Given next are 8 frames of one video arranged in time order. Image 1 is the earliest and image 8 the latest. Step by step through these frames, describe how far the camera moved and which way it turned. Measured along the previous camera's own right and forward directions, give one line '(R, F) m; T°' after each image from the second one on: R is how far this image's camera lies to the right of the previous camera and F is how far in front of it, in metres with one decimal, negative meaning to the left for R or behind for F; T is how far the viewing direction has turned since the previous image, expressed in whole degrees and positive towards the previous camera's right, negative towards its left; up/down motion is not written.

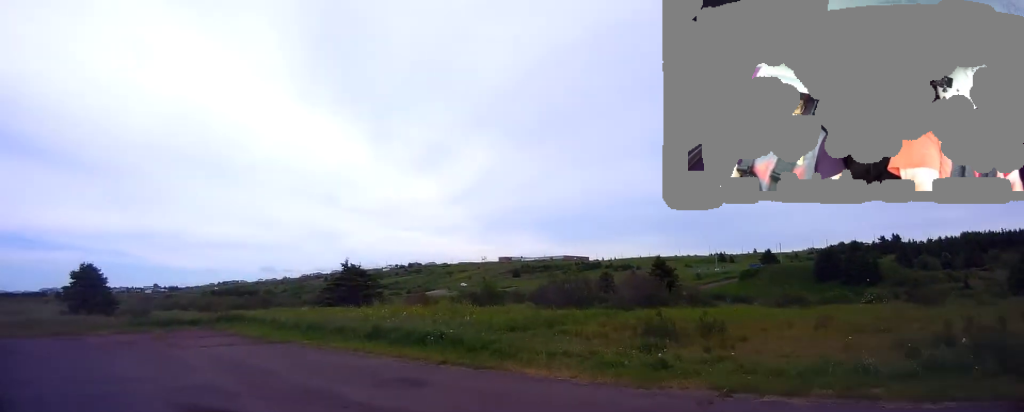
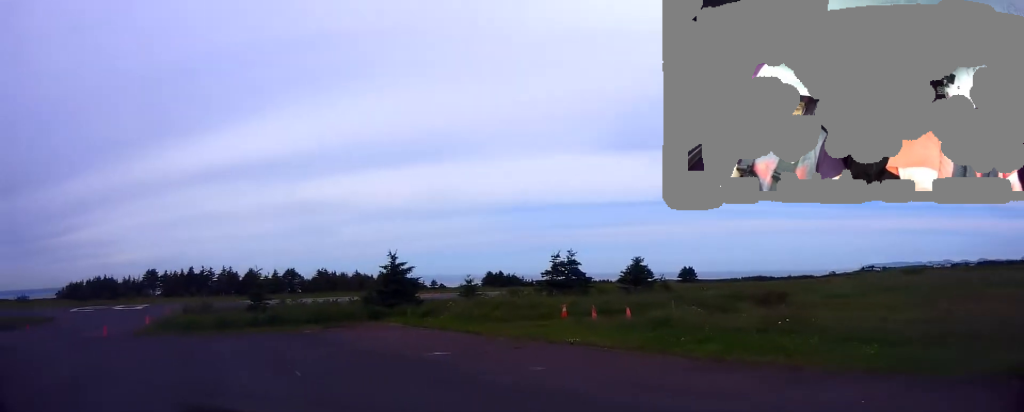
(-11.2, +7.7) m; -100°
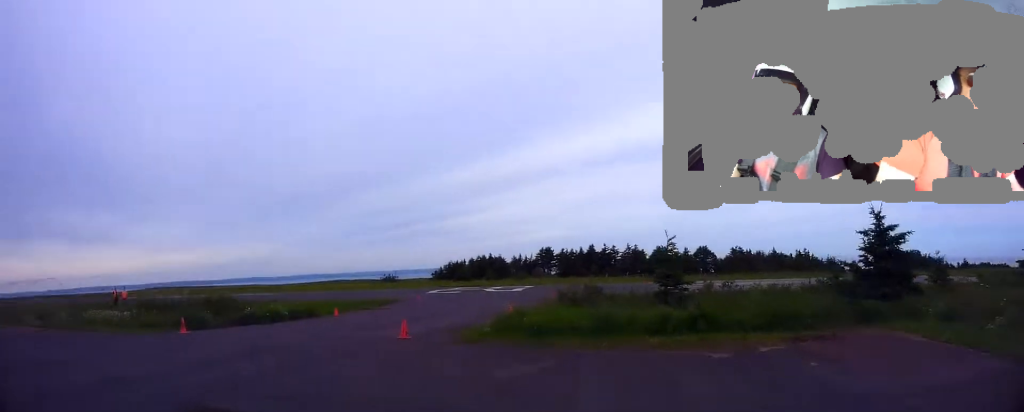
(-2.5, +6.6) m; -30°
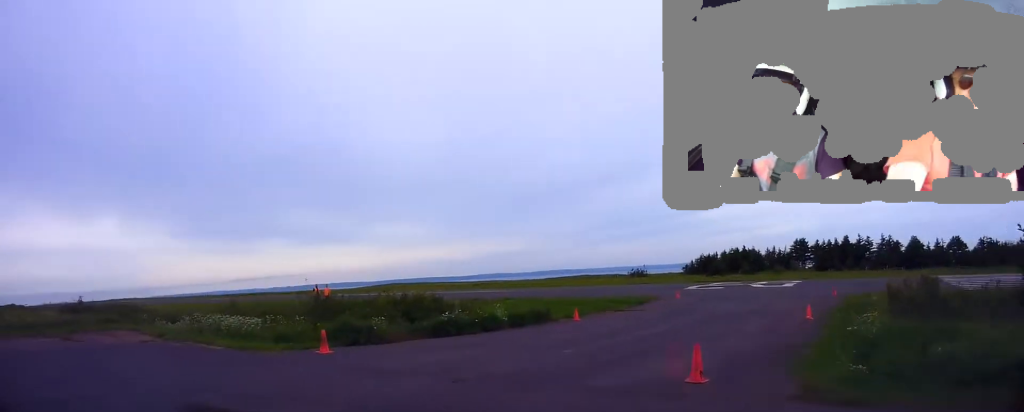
(-1.5, +5.1) m; -12°
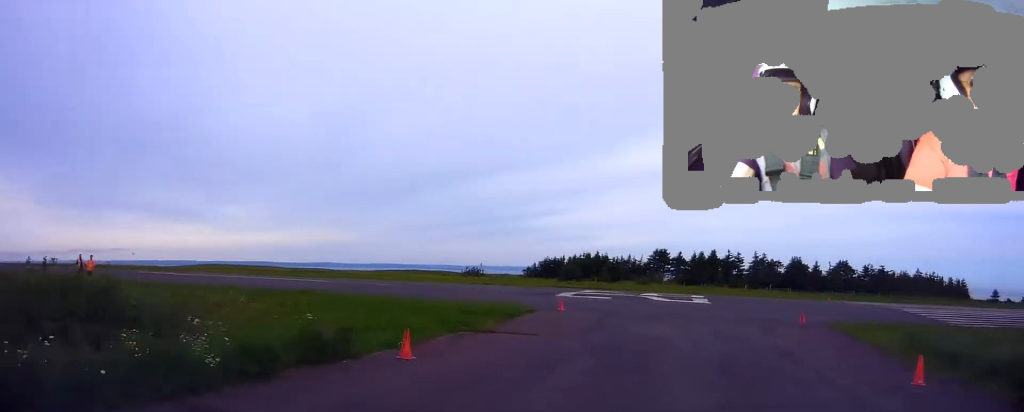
(+0.2, +10.2) m; +1°
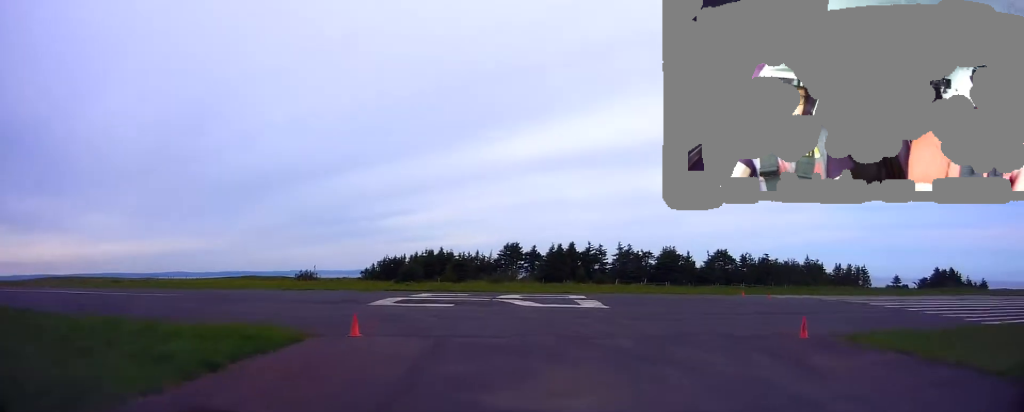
(+0.2, +9.5) m; -4°
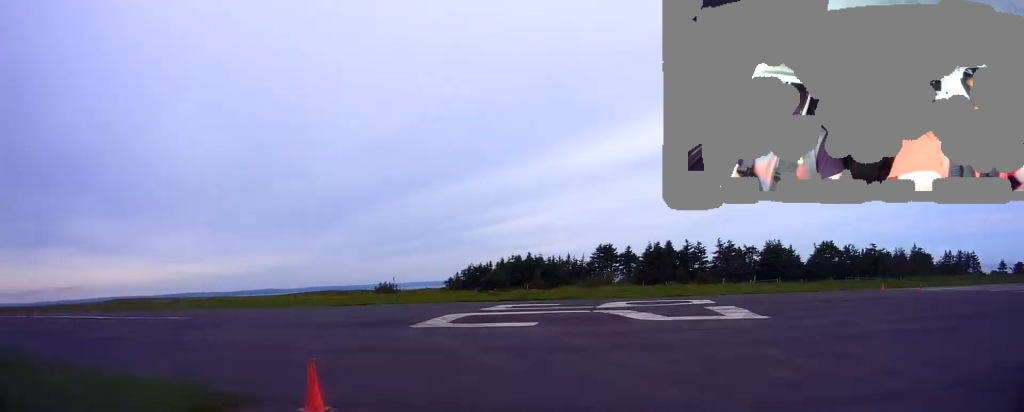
(+0.6, +6.0) m; -5°
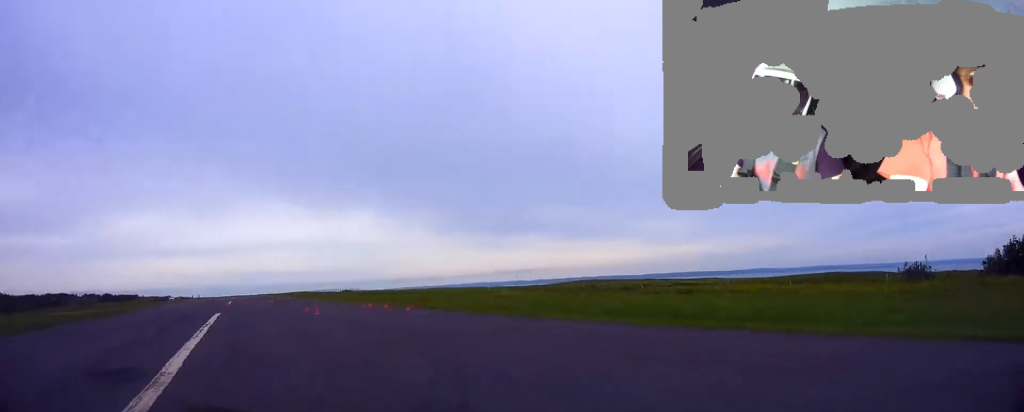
(-7.3, +21.3) m; -38°
